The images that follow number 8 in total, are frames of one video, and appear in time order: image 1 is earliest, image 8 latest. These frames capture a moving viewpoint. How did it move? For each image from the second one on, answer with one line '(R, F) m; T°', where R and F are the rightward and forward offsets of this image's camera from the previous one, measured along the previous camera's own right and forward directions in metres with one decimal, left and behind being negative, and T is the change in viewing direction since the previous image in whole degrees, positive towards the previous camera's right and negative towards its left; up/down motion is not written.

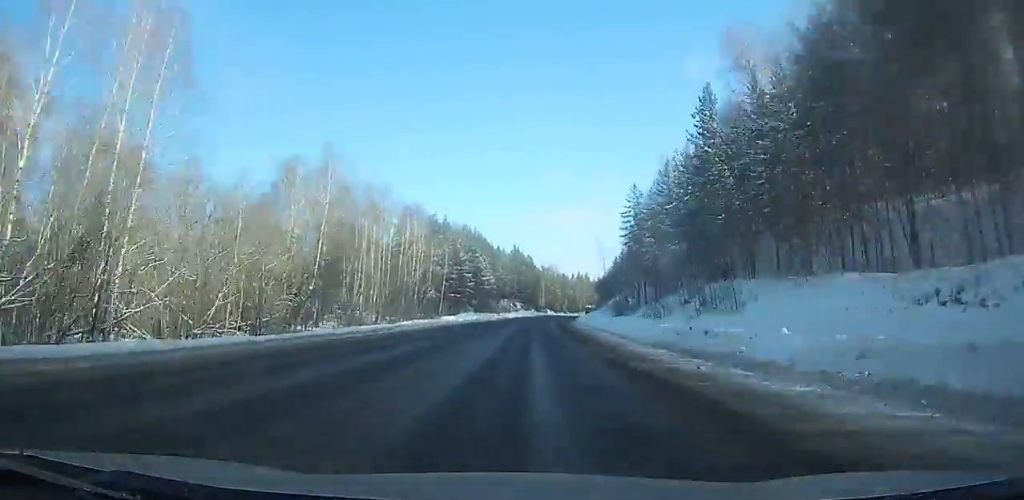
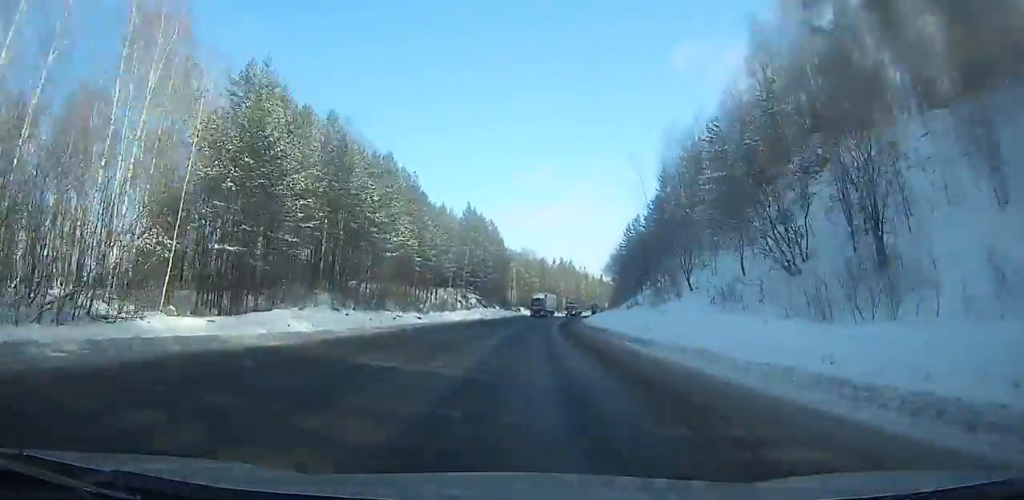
(+1.2, +65.4) m; +3°
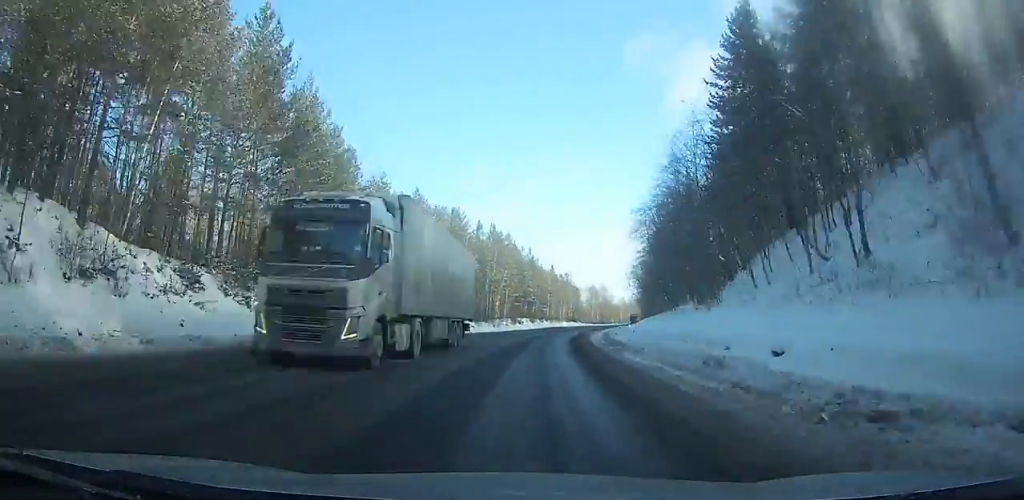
(+3.2, +85.0) m; +7°
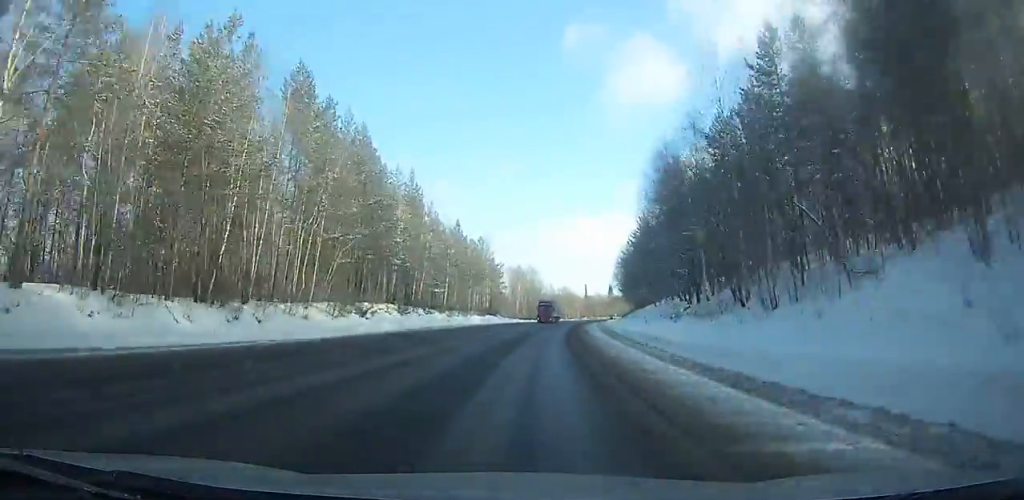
(+4.4, +64.6) m; +7°
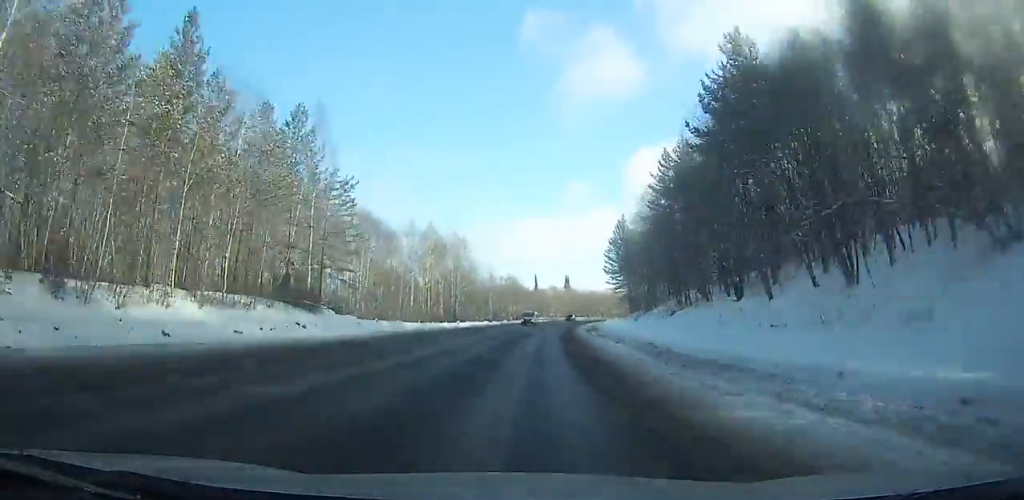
(+4.1, +69.2) m; +6°
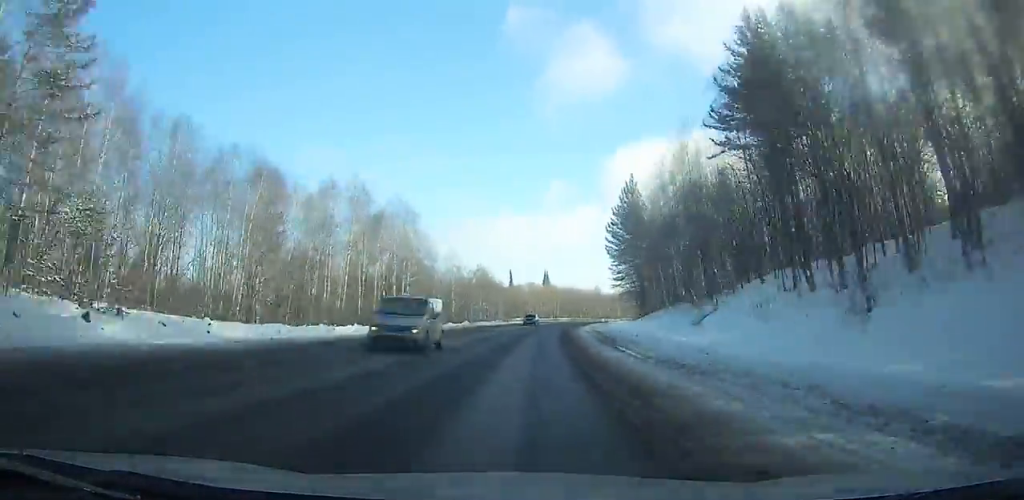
(+1.1, +29.6) m; +2°
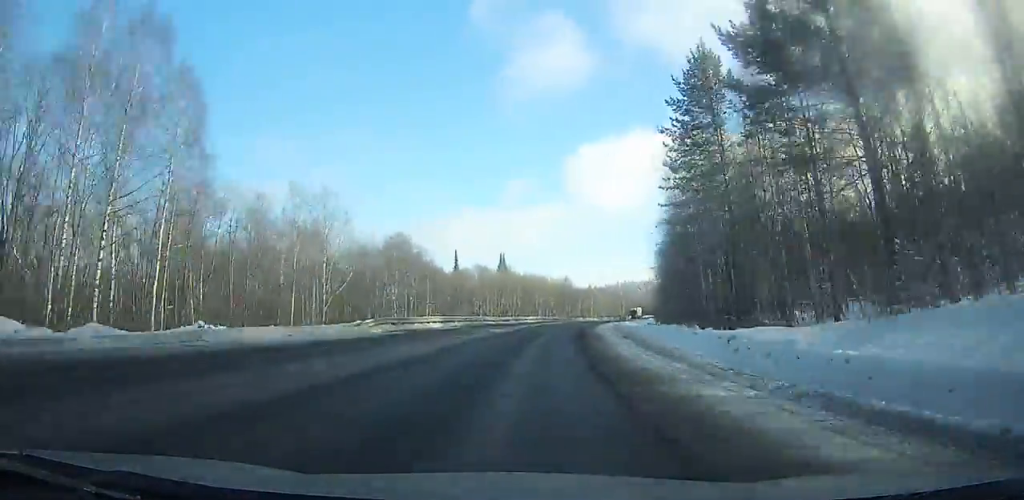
(+1.7, +52.3) m; +5°
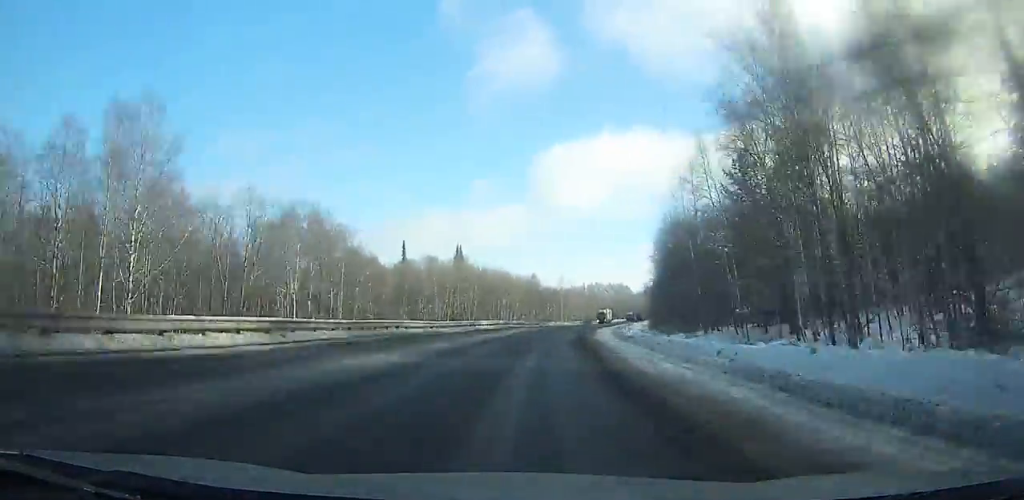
(+0.2, +26.8) m; +3°
